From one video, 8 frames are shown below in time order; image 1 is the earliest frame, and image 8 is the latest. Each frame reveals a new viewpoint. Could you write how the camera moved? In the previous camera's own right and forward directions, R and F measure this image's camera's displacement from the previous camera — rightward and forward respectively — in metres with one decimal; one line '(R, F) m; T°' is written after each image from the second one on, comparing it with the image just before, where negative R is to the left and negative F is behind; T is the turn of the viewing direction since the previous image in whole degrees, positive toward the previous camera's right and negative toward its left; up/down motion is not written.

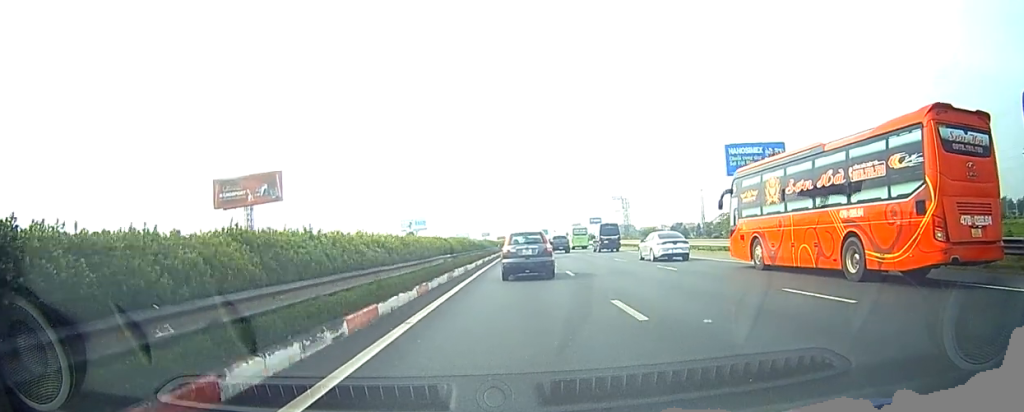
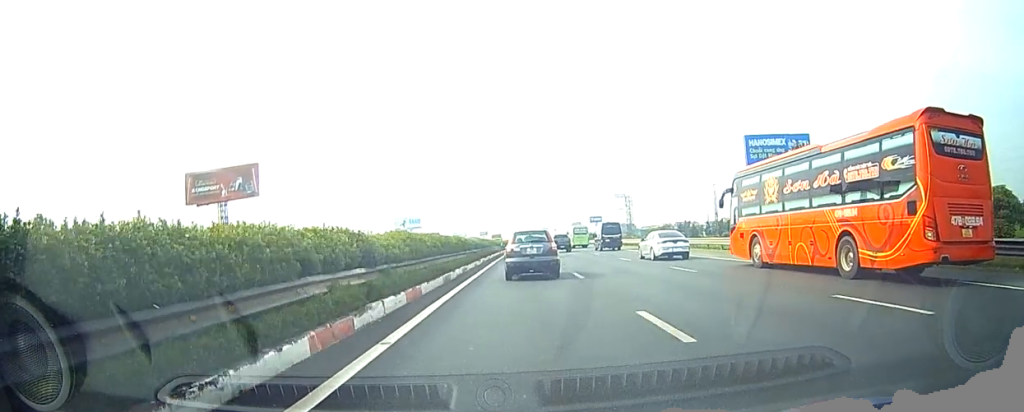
(0.0, +14.3) m; 0°
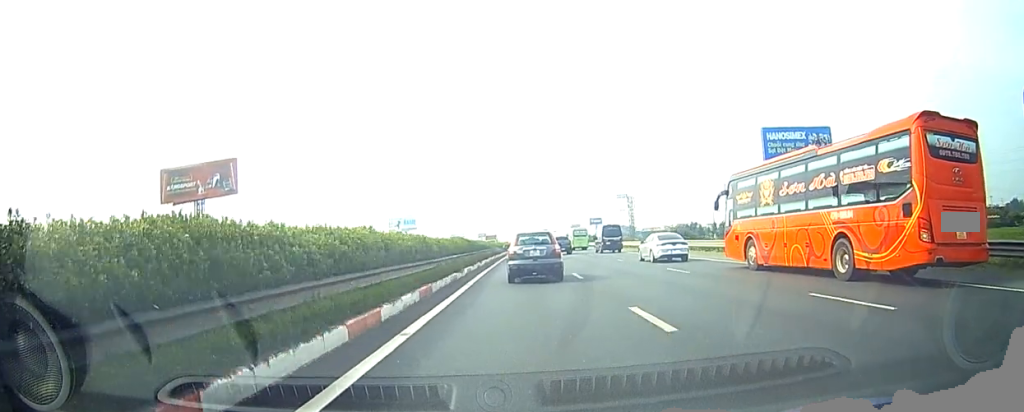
(0.0, +11.4) m; +1°
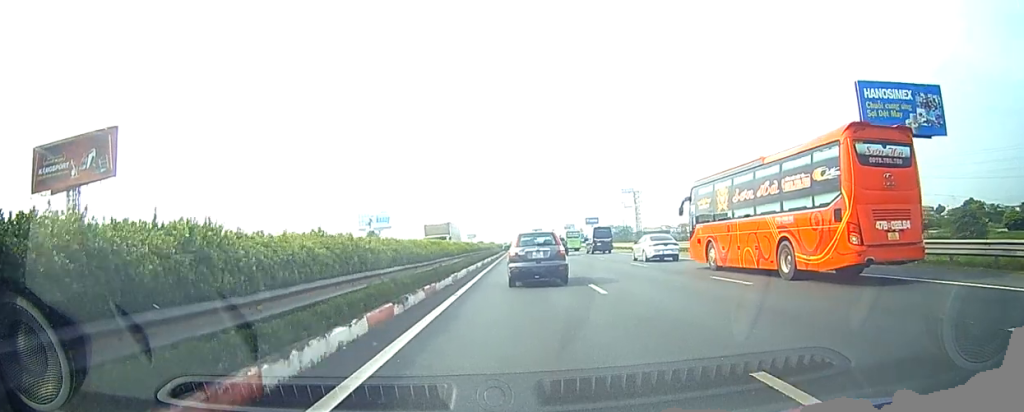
(+1.3, +42.7) m; +2°
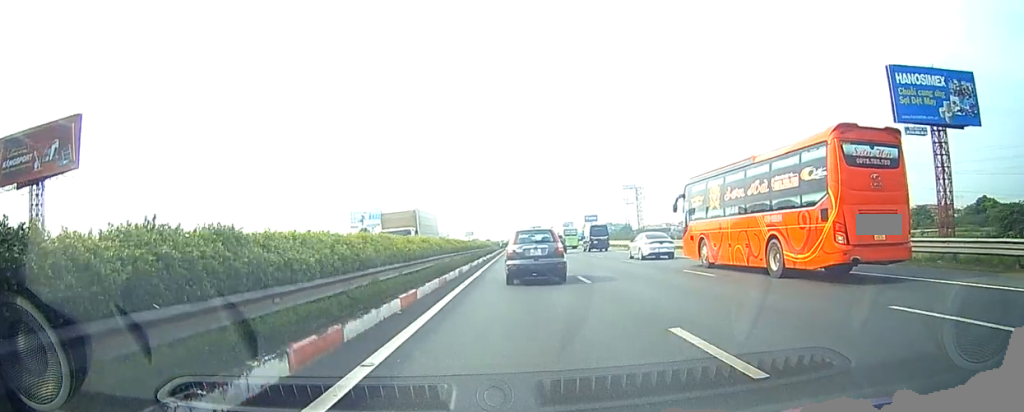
(0.0, +9.0) m; 0°
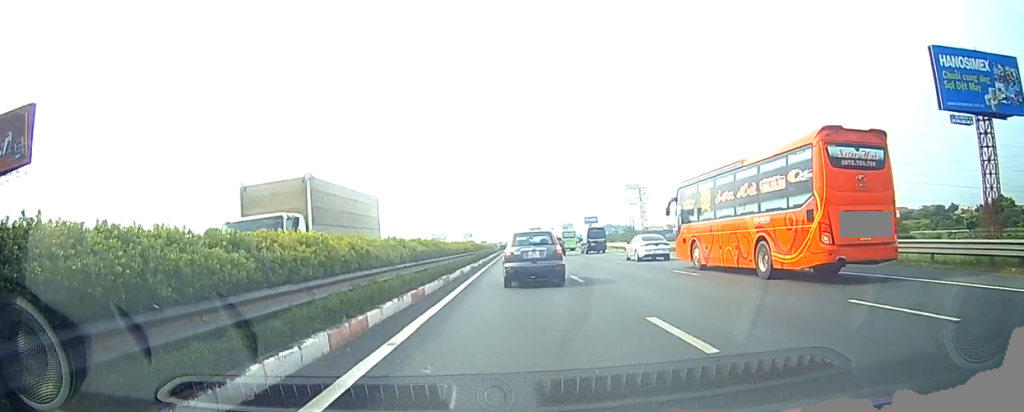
(0.0, +10.5) m; 0°
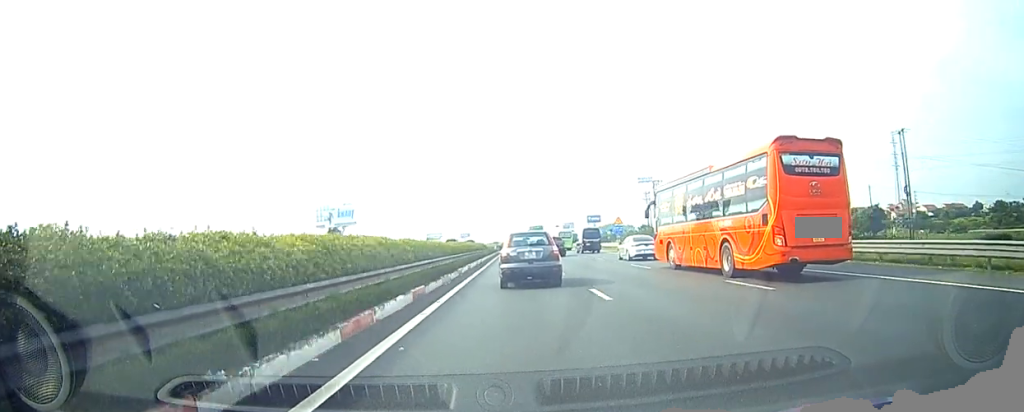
(0.0, +29.4) m; 0°
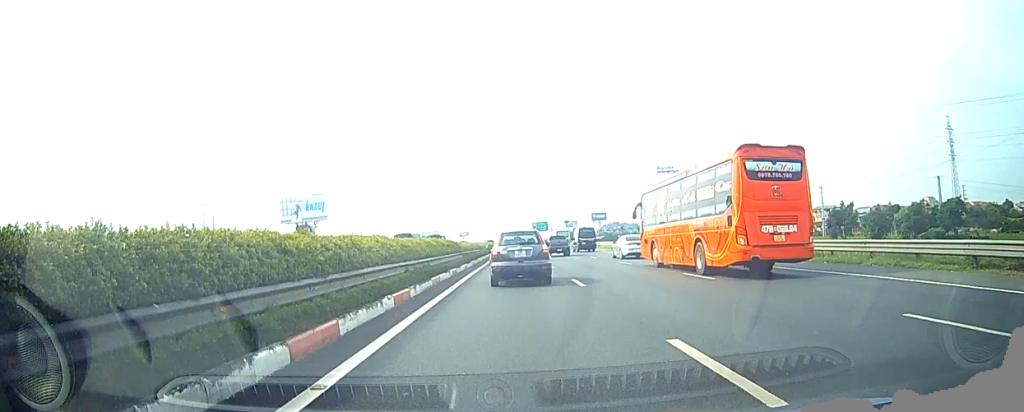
(0.0, +30.1) m; 0°
